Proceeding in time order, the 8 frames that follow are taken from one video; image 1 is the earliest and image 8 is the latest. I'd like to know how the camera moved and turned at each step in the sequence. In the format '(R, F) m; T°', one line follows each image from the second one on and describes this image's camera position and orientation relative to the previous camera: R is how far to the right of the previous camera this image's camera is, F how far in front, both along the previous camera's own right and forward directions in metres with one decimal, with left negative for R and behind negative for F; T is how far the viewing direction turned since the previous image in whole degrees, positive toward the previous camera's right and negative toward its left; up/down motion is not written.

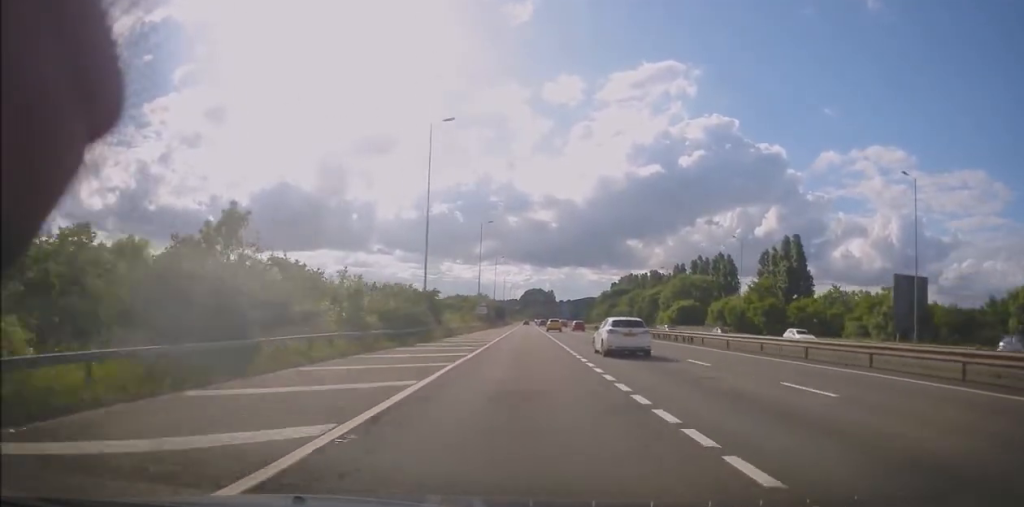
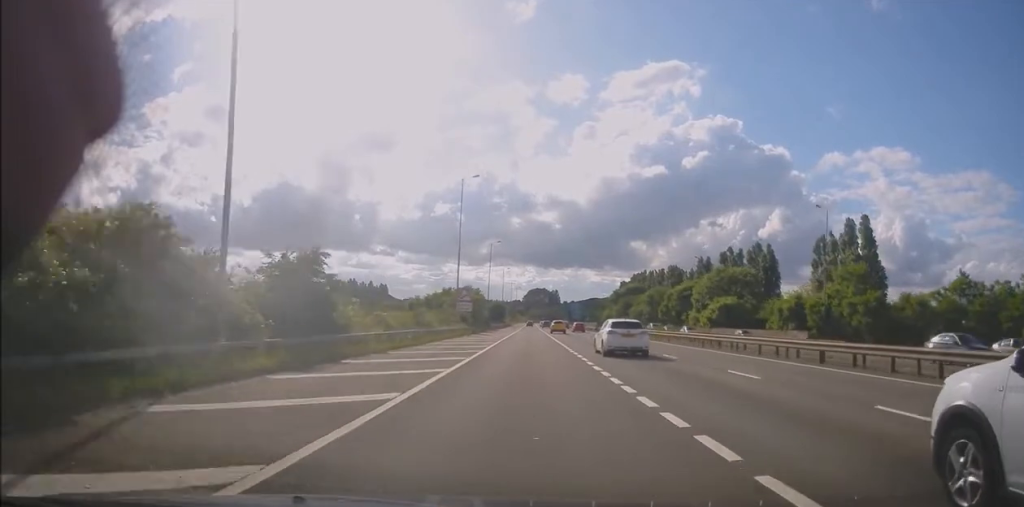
(-0.1, +28.5) m; 0°
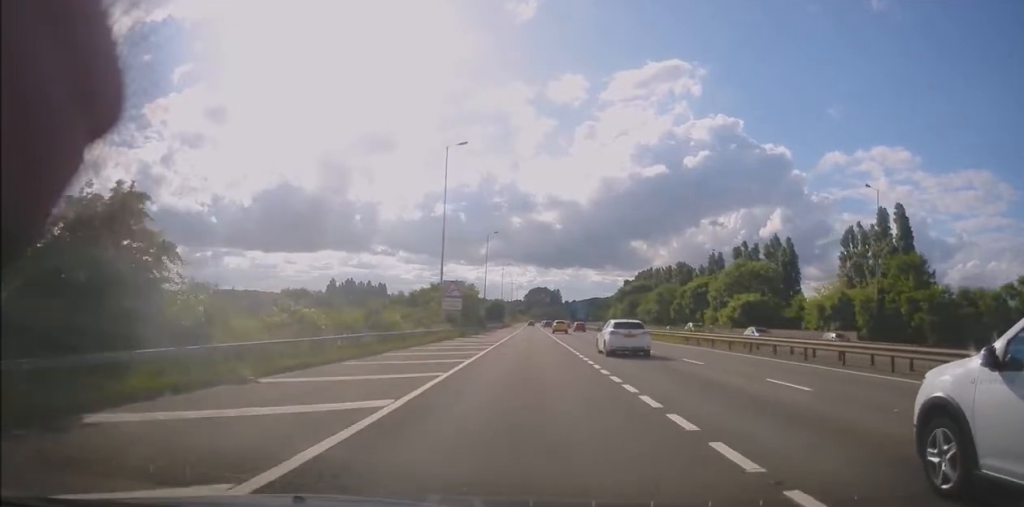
(0.0, +11.3) m; 0°
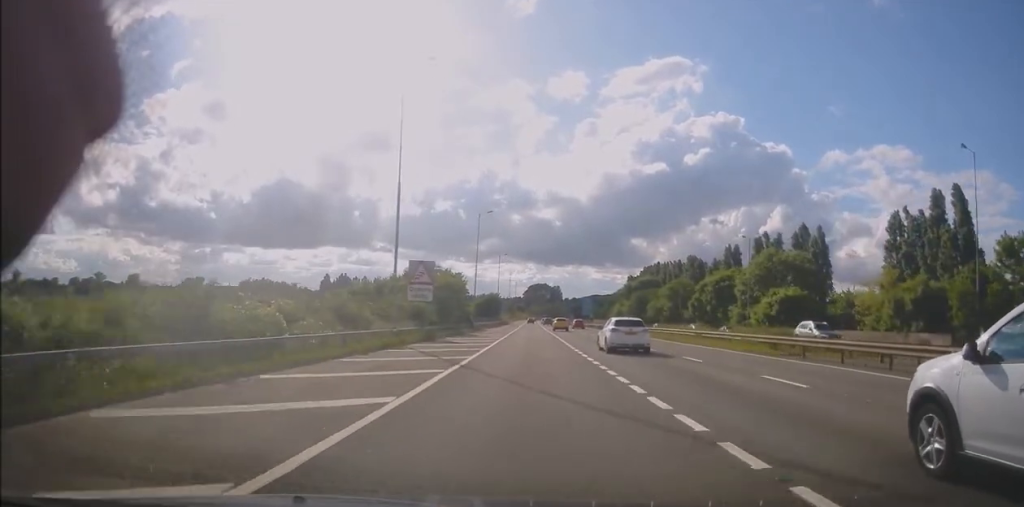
(+0.4, +16.0) m; 0°
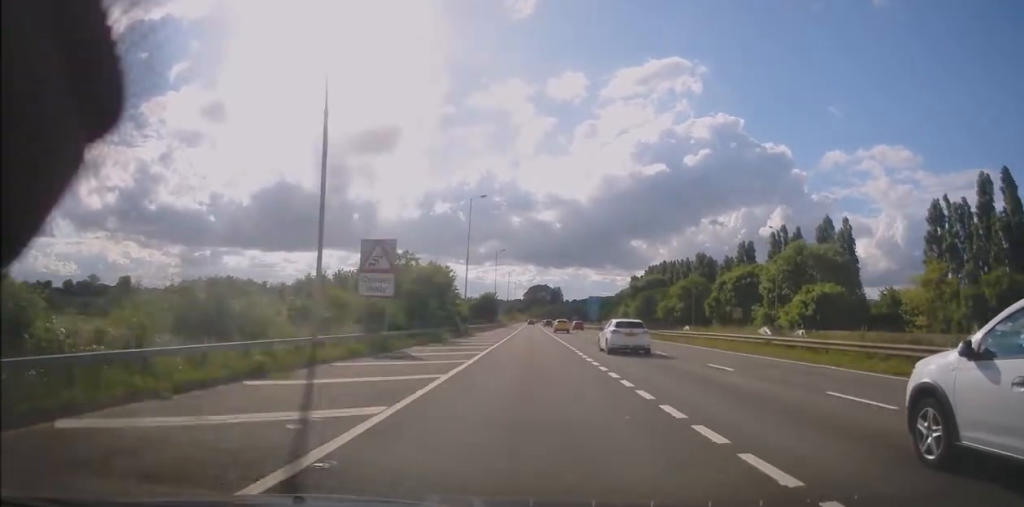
(-0.2, +11.3) m; 0°
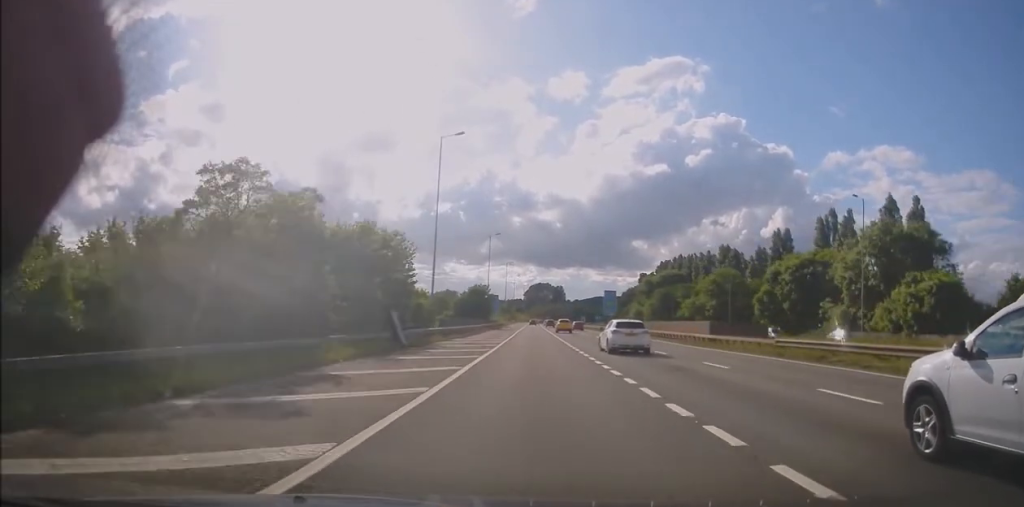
(-0.2, +23.4) m; 0°
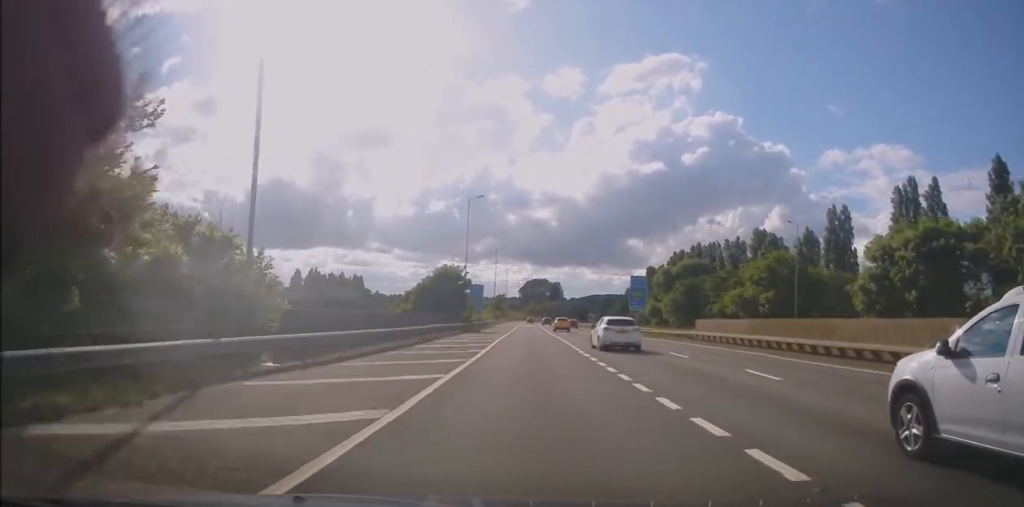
(-0.1, +29.3) m; 0°
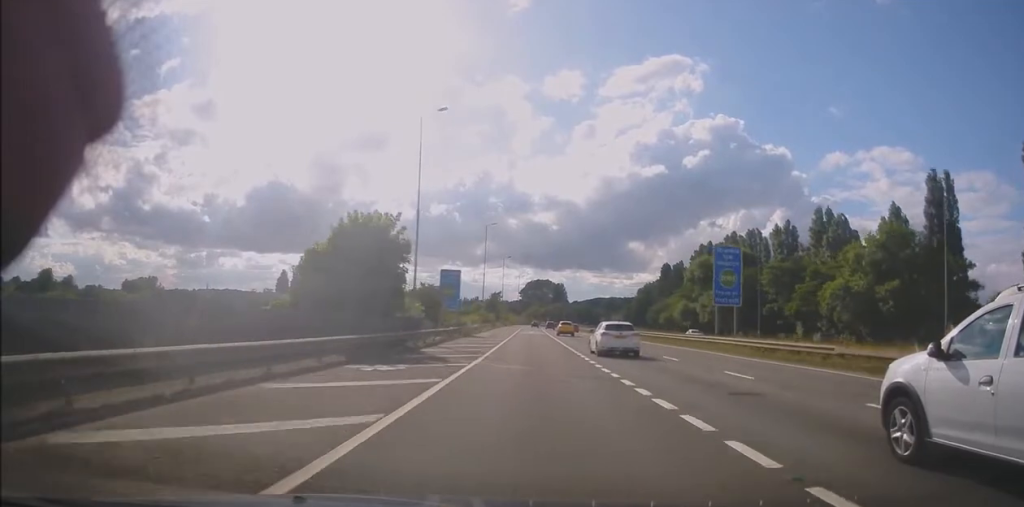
(+0.5, +32.1) m; +1°
